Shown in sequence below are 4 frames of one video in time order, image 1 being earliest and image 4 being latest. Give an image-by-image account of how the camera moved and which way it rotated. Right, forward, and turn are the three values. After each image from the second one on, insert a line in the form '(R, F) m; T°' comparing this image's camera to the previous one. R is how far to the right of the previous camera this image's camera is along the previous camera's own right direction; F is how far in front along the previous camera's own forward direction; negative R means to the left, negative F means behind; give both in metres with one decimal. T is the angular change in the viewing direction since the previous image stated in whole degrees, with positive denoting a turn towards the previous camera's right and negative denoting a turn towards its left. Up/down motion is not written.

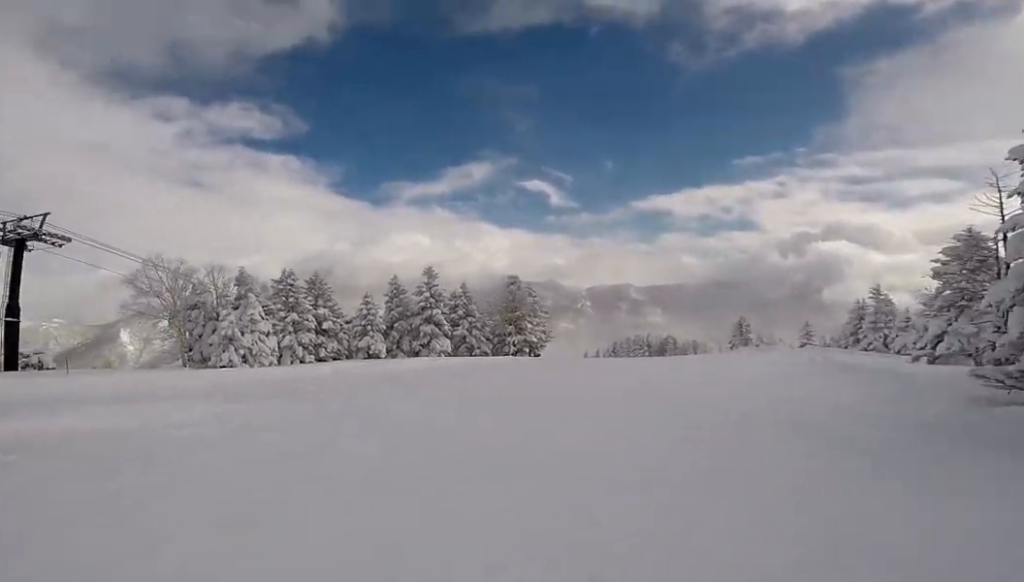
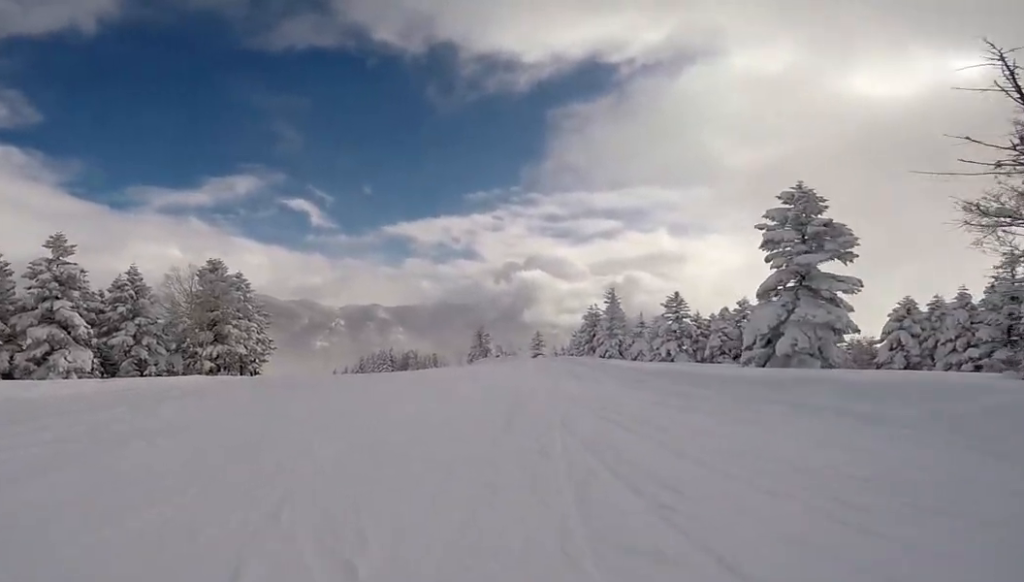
(+0.1, +16.0) m; 0°
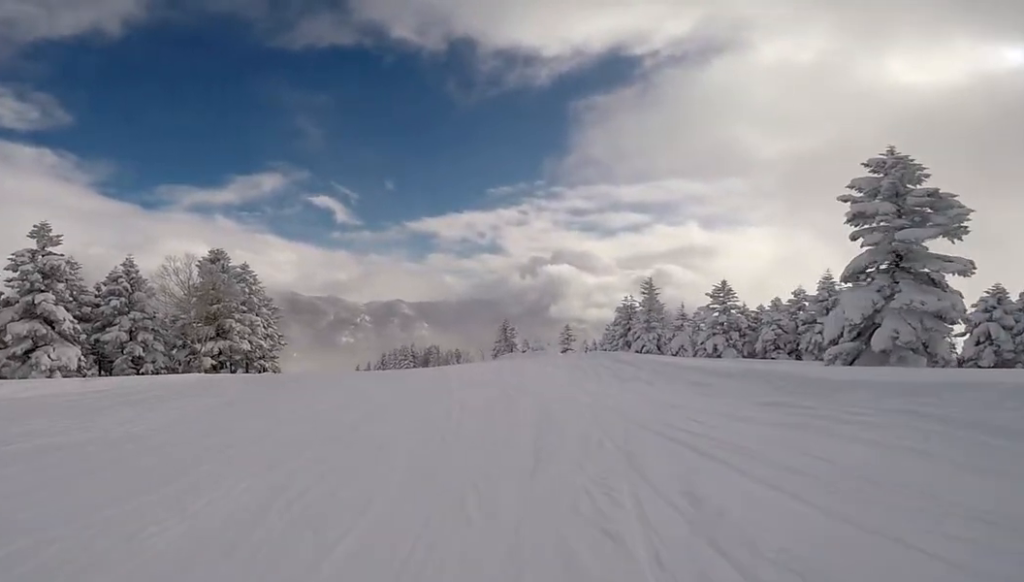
(0.0, +3.0) m; 0°
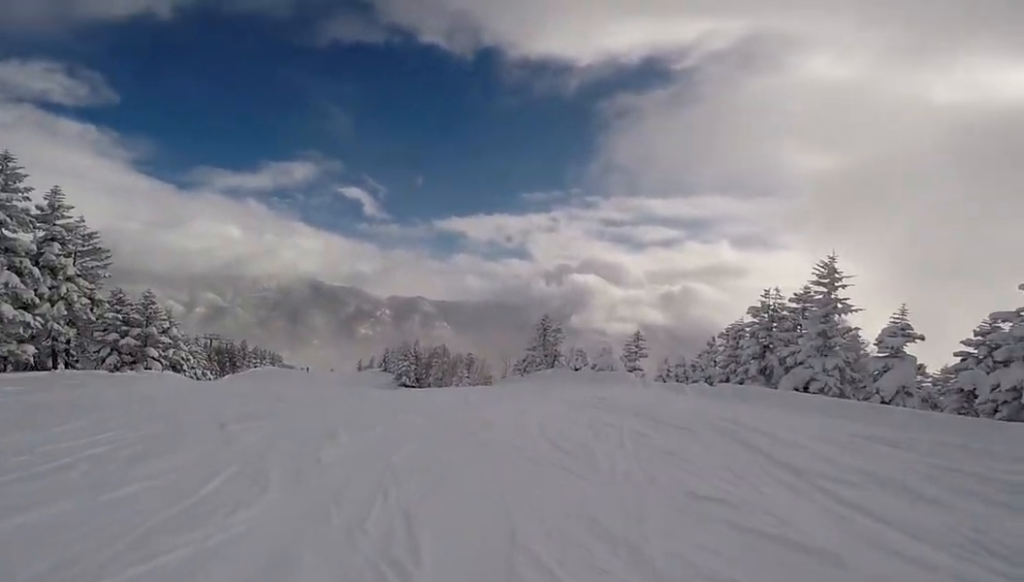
(-0.1, +20.3) m; -10°
